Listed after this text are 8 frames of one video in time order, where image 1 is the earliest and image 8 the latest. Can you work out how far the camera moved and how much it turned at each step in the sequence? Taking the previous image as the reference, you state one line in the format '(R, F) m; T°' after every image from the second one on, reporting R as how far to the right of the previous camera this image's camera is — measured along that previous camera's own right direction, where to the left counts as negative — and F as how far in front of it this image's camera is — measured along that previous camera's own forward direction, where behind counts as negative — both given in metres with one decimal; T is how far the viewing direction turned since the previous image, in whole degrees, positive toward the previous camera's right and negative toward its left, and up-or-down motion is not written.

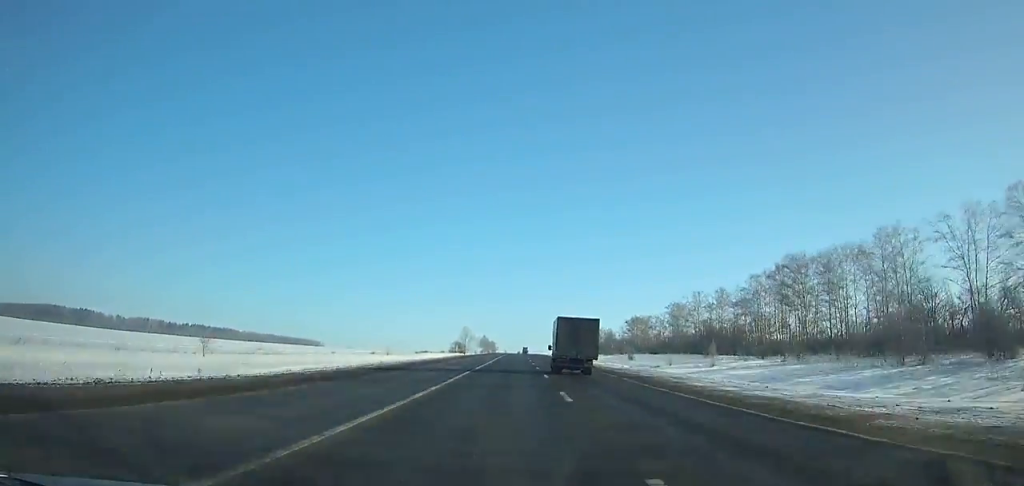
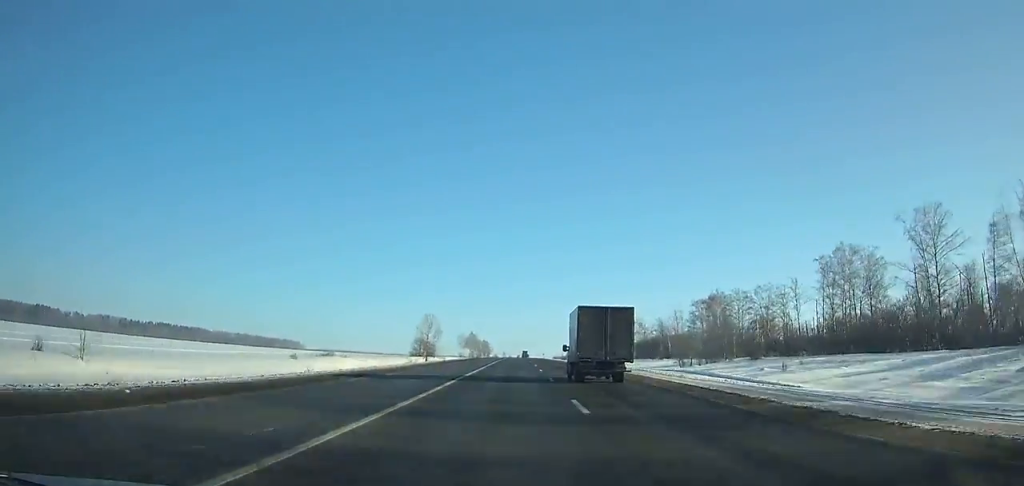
(-0.1, +111.2) m; 0°
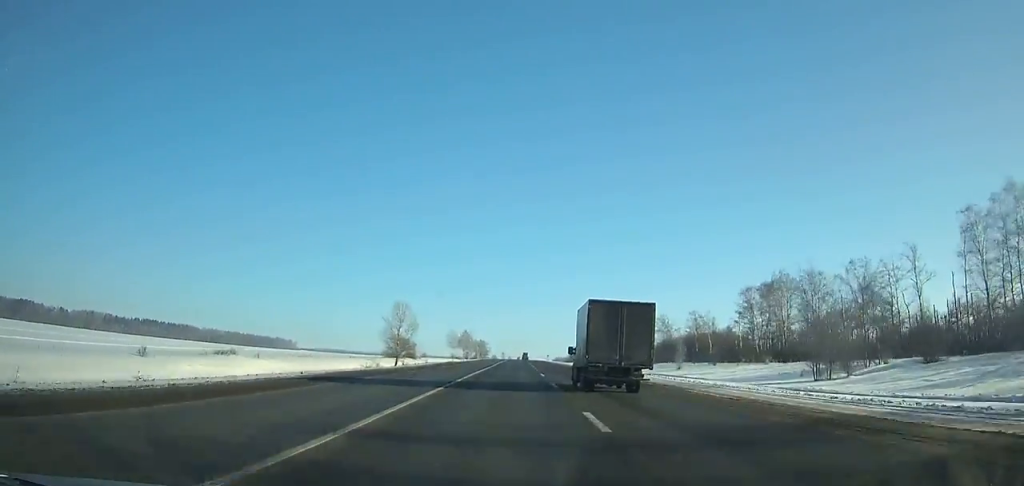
(0.0, +39.5) m; 0°
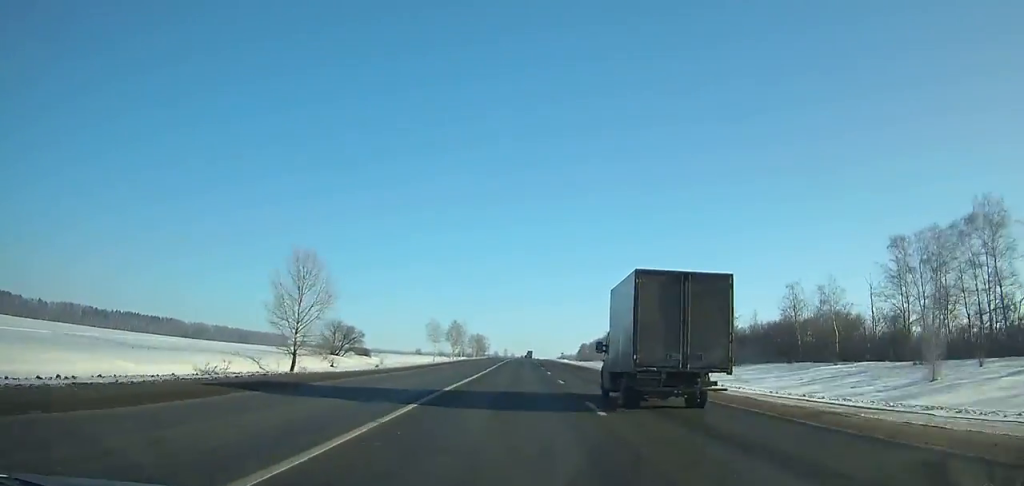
(-0.1, +58.2) m; 0°
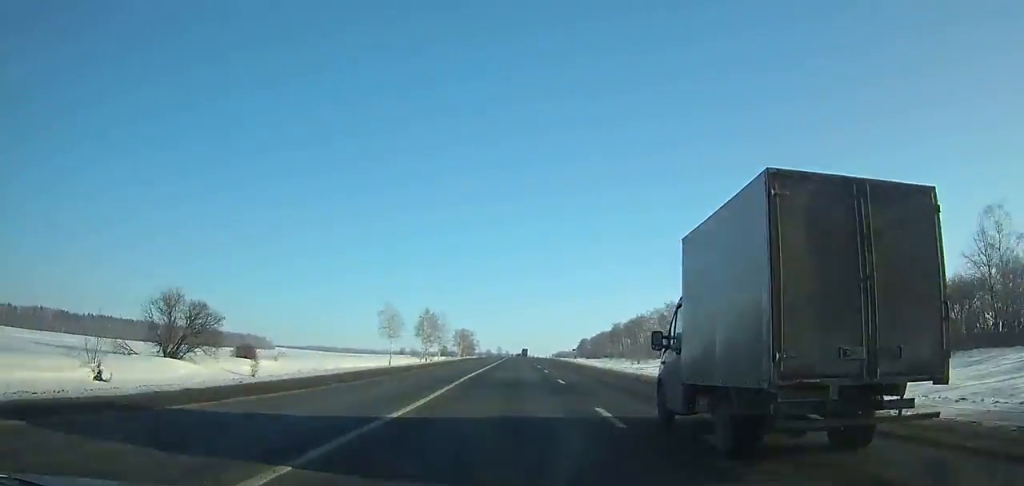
(-0.2, +50.7) m; 0°
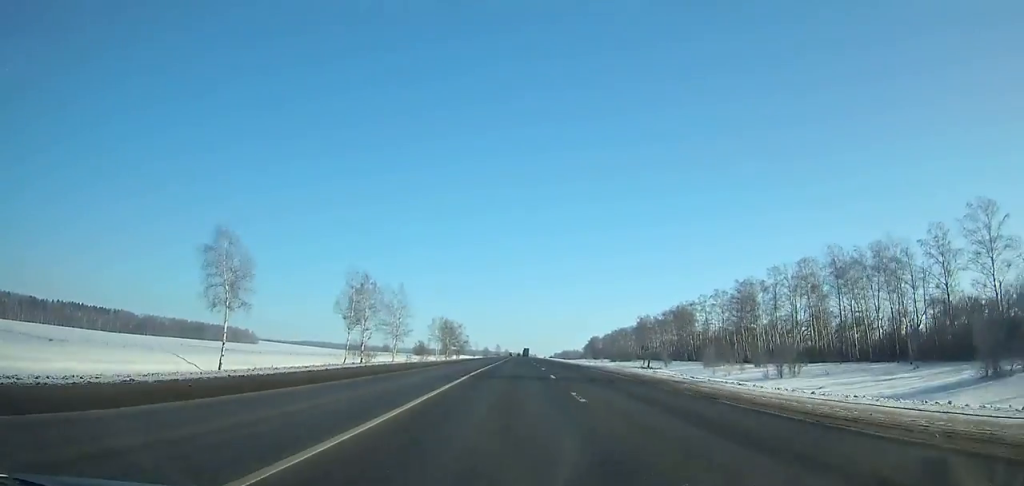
(+0.3, +67.4) m; 0°
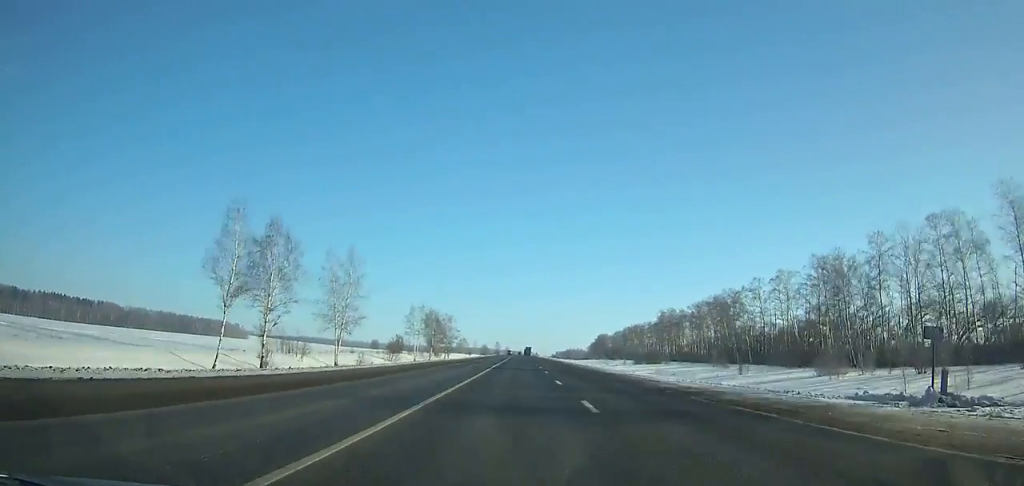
(+0.1, +37.9) m; 0°
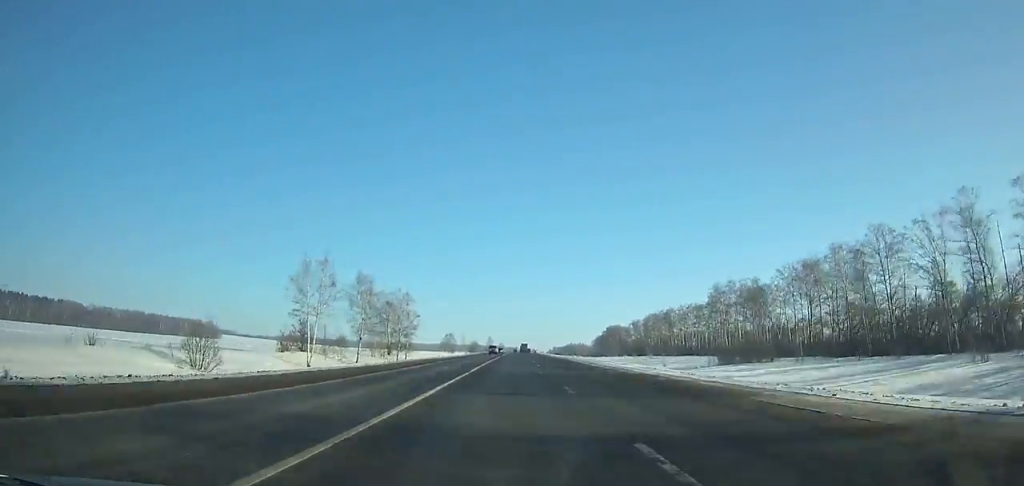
(+0.2, +68.1) m; 0°
